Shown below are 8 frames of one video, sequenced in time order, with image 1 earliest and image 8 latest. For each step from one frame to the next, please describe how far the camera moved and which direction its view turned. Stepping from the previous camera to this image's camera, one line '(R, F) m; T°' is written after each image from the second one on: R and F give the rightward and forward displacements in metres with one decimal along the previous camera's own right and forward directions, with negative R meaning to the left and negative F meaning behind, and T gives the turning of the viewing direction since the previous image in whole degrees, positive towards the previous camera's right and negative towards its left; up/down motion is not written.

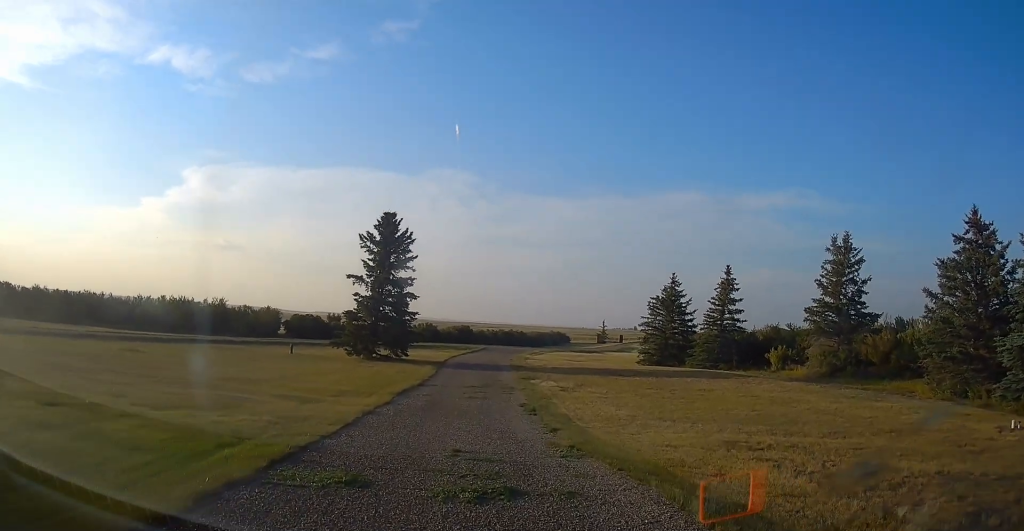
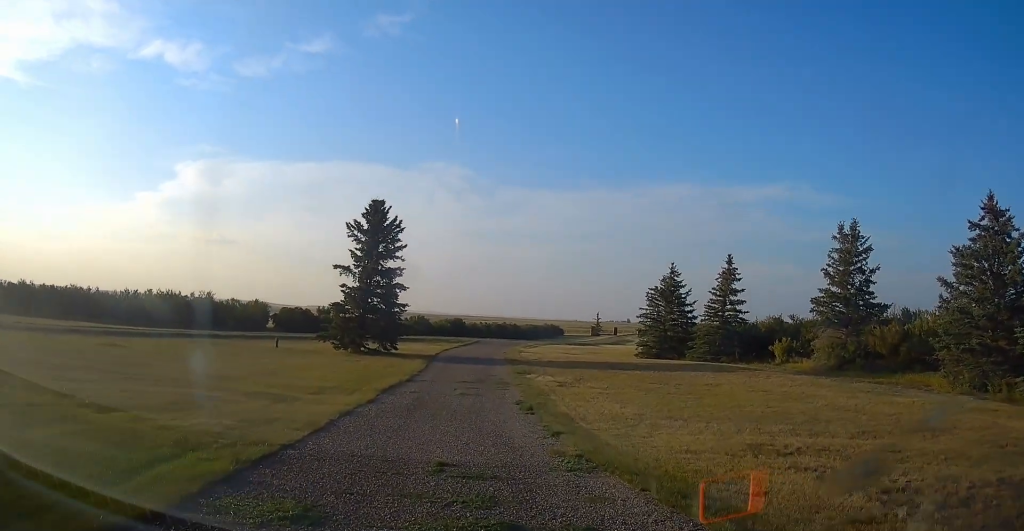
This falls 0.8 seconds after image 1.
(0.0, +1.8) m; 0°
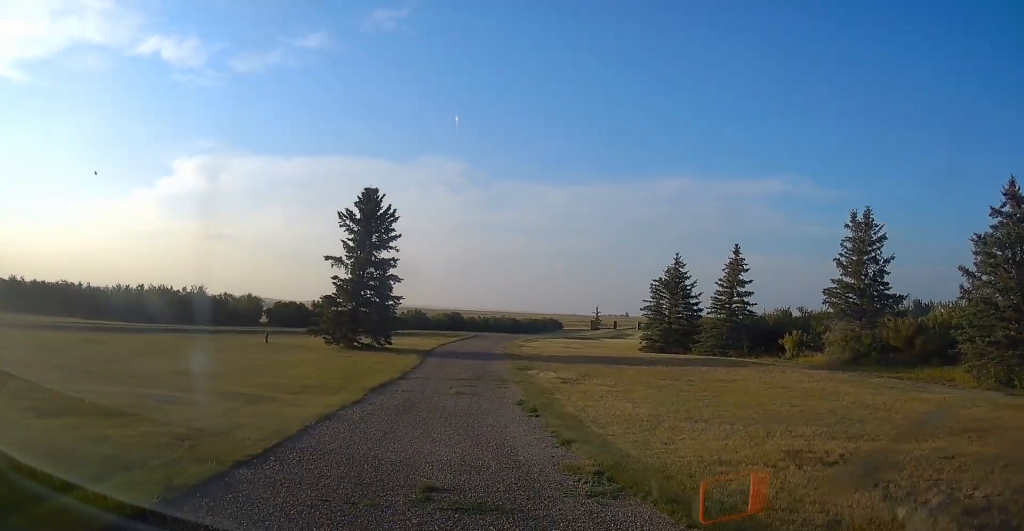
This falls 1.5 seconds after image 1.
(0.0, +1.7) m; 0°
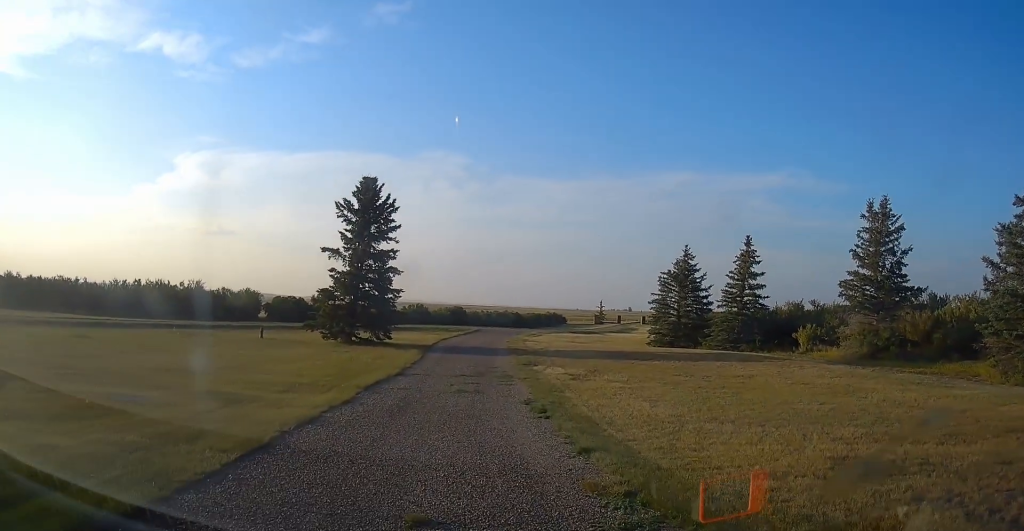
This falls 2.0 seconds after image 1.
(0.0, +1.4) m; 0°
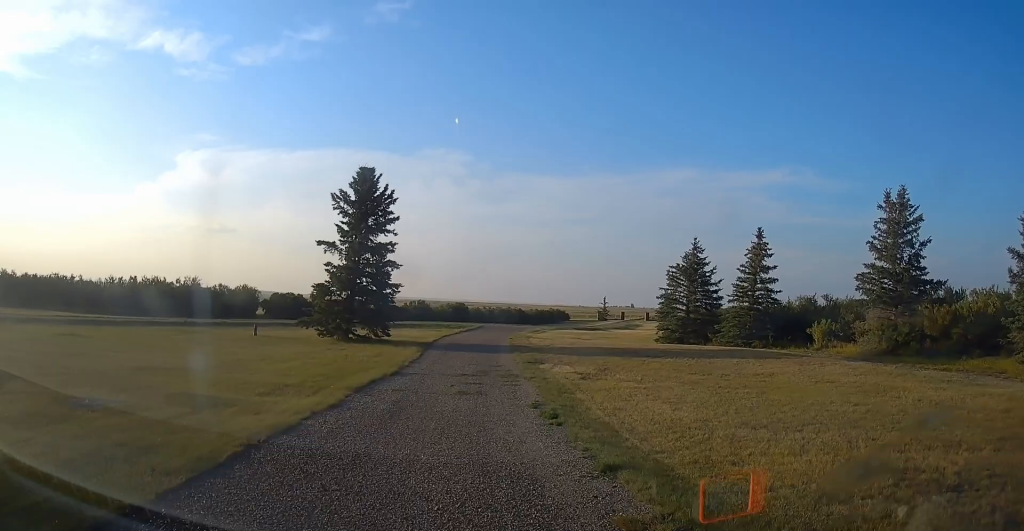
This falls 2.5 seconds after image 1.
(0.0, +1.5) m; 0°
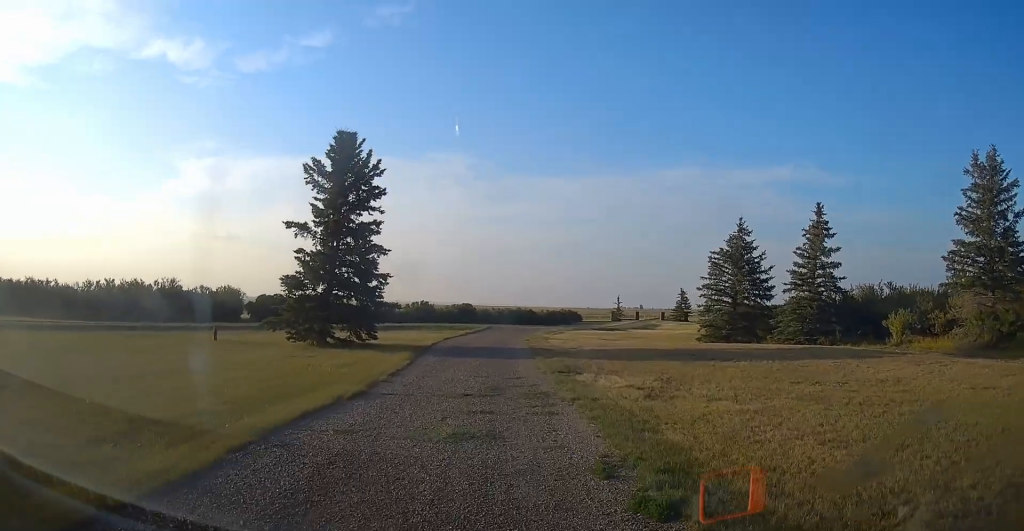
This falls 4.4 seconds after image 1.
(0.0, +6.7) m; 0°
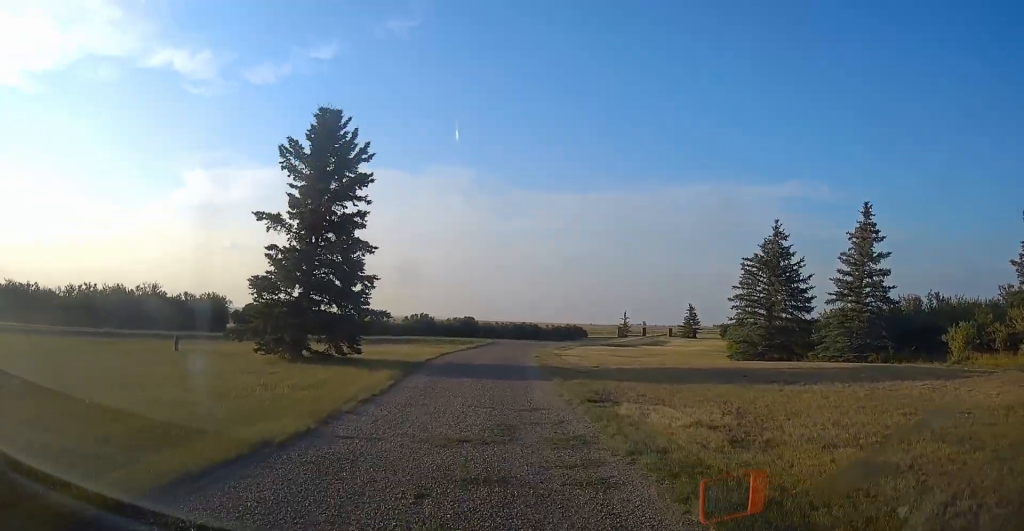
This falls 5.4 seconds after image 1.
(0.0, +4.4) m; -2°
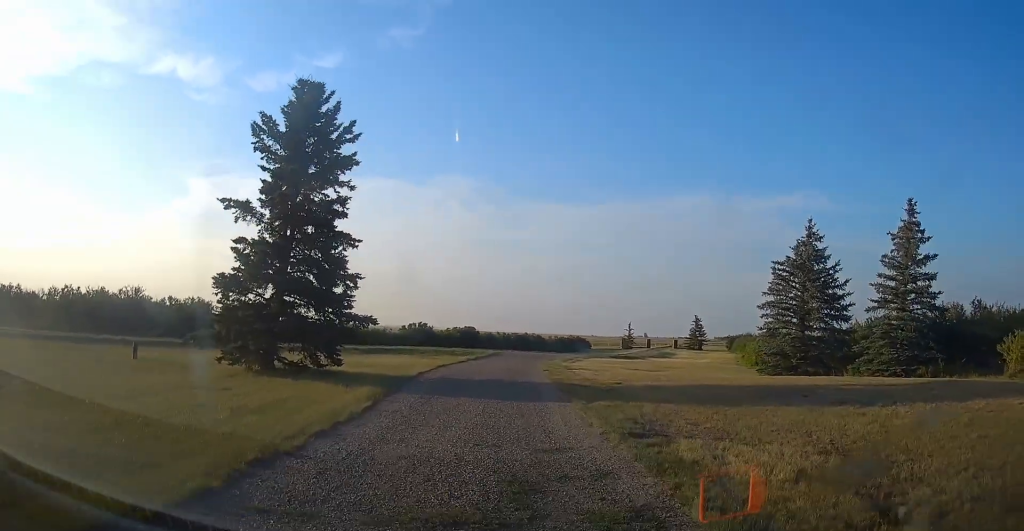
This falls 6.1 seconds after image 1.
(+0.1, +3.6) m; -5°
